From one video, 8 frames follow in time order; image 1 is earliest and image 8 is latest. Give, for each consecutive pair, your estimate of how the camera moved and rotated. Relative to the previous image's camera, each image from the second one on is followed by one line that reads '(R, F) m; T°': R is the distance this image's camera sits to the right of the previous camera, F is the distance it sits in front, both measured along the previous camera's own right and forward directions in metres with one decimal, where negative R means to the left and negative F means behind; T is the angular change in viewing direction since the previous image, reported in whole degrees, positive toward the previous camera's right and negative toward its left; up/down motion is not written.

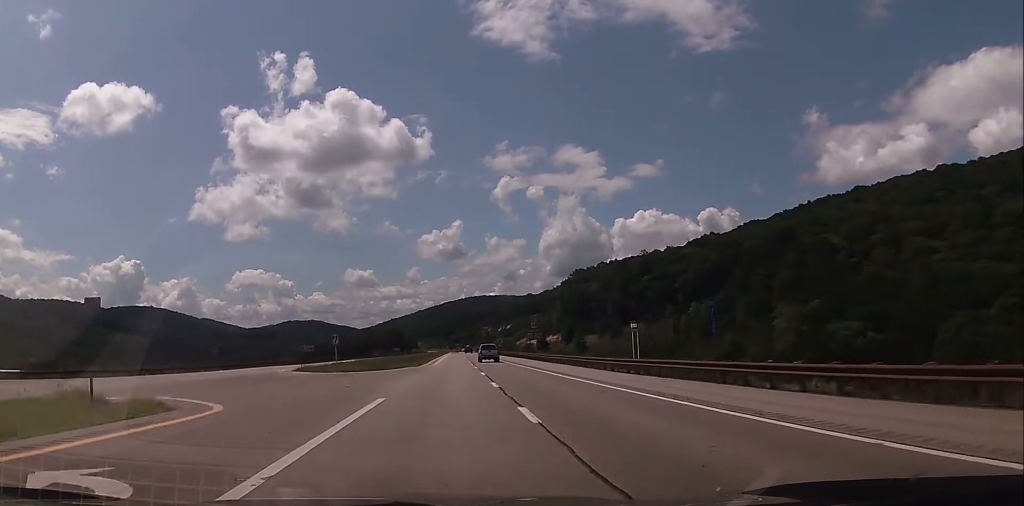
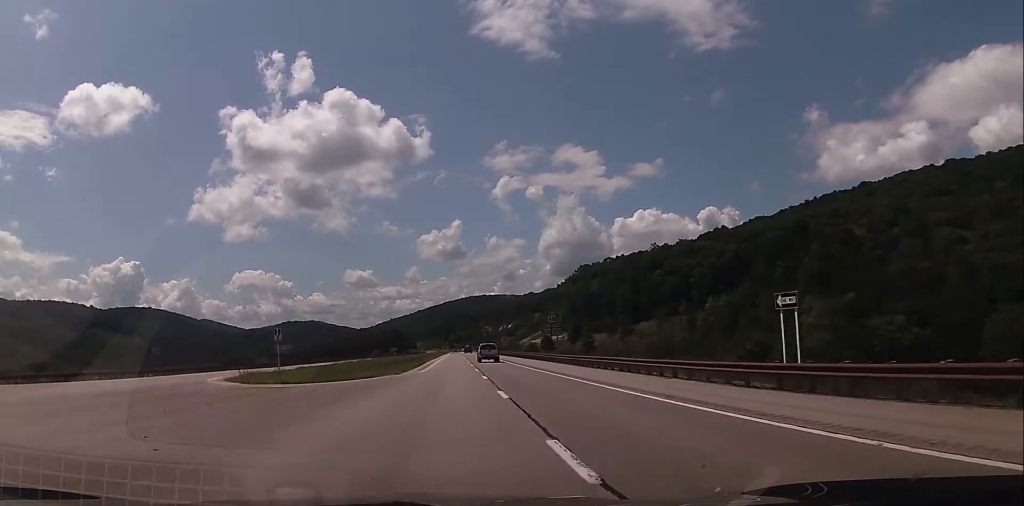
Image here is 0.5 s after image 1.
(0.0, +17.8) m; 0°
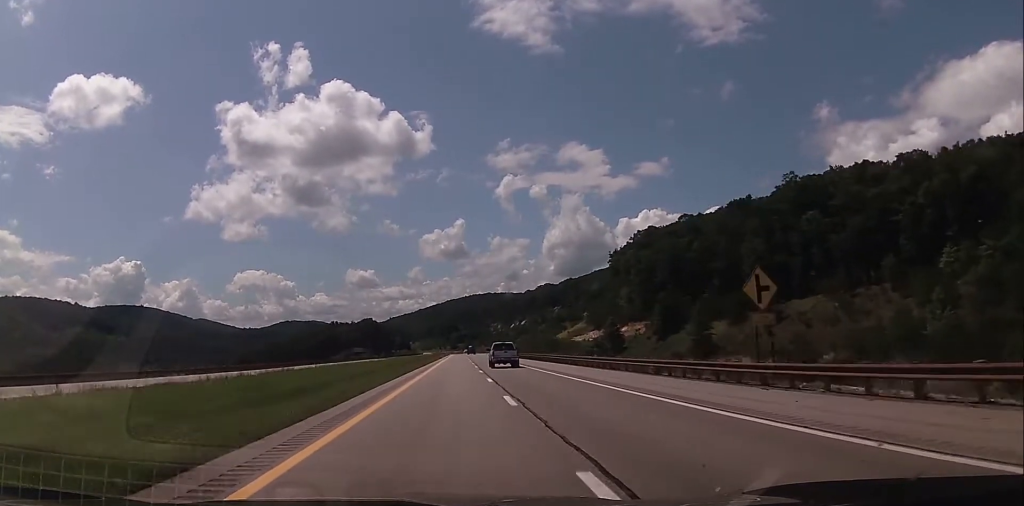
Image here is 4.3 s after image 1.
(-1.5, +124.4) m; -1°
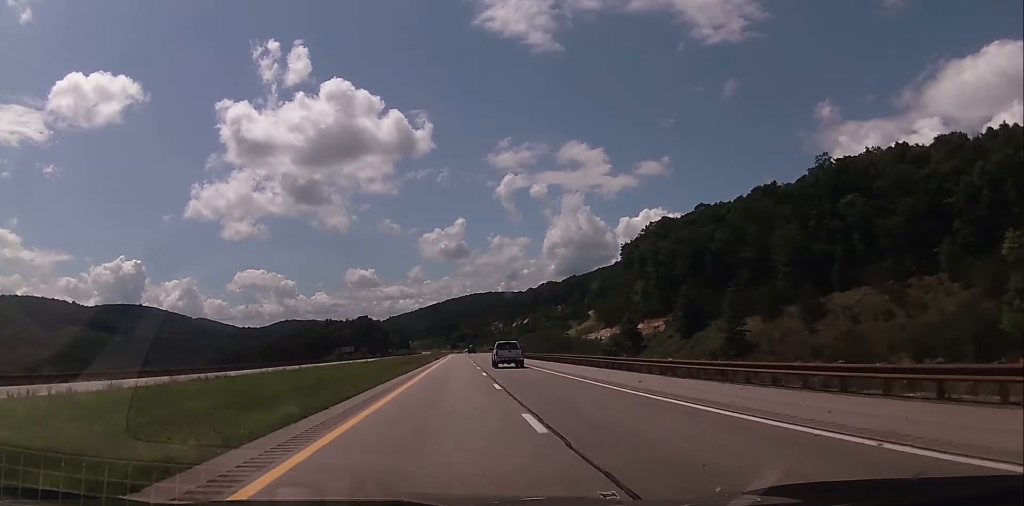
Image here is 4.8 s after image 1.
(-0.3, +17.8) m; 0°
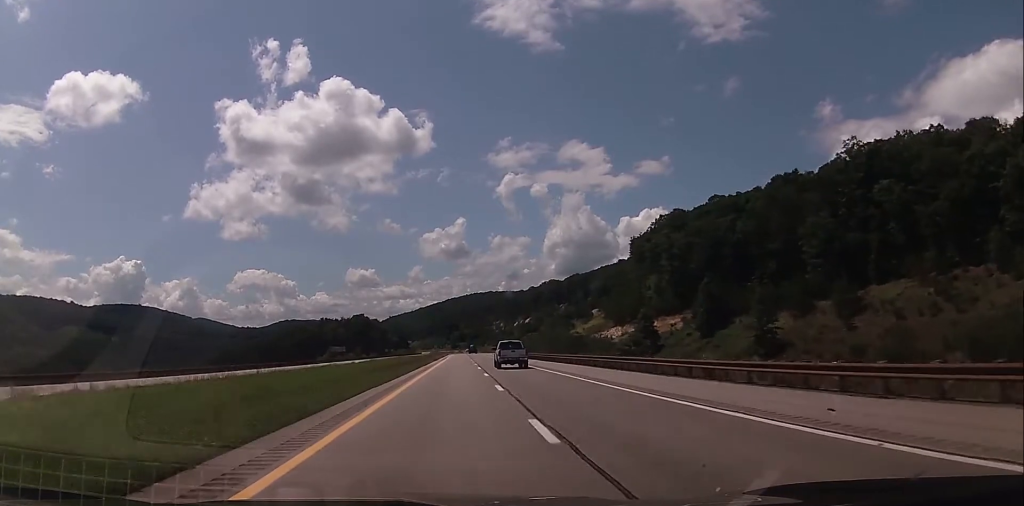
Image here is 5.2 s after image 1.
(+0.2, +13.4) m; 0°
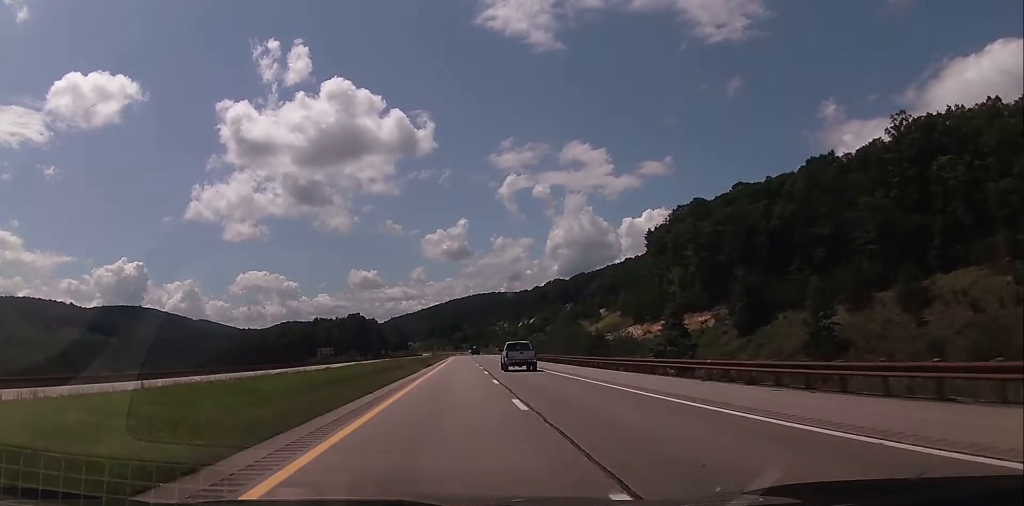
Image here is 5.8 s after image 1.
(+0.3, +18.9) m; 0°
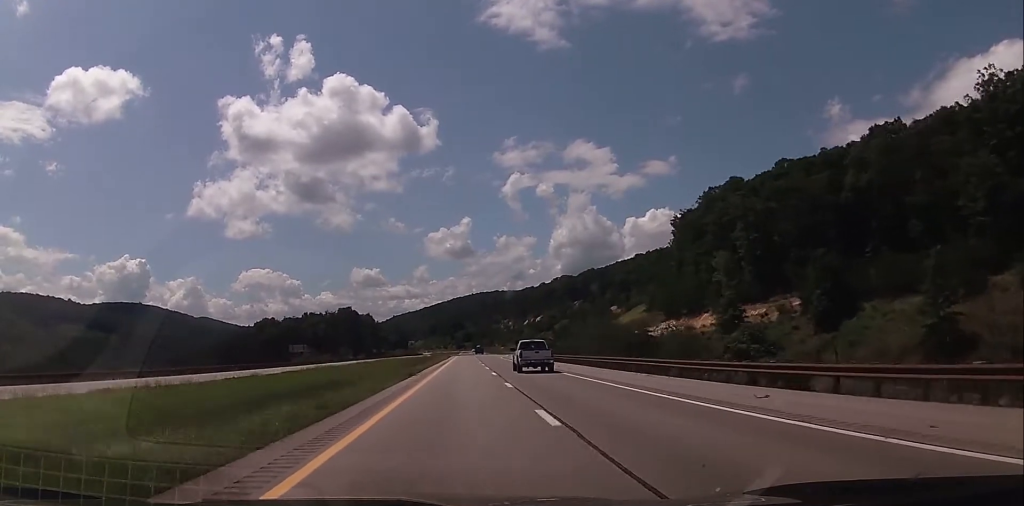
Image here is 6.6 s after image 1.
(-0.2, +27.9) m; 0°
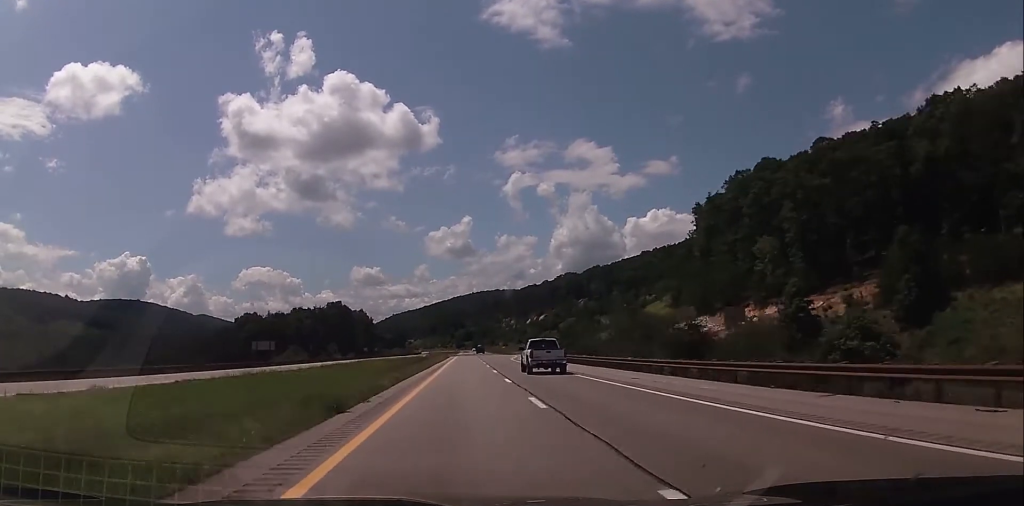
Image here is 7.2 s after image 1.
(-0.1, +21.2) m; 0°
